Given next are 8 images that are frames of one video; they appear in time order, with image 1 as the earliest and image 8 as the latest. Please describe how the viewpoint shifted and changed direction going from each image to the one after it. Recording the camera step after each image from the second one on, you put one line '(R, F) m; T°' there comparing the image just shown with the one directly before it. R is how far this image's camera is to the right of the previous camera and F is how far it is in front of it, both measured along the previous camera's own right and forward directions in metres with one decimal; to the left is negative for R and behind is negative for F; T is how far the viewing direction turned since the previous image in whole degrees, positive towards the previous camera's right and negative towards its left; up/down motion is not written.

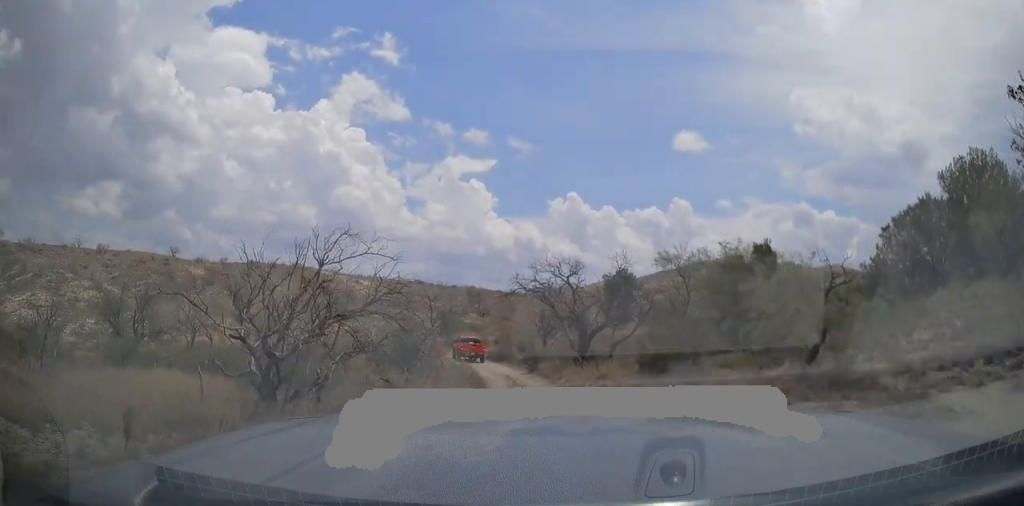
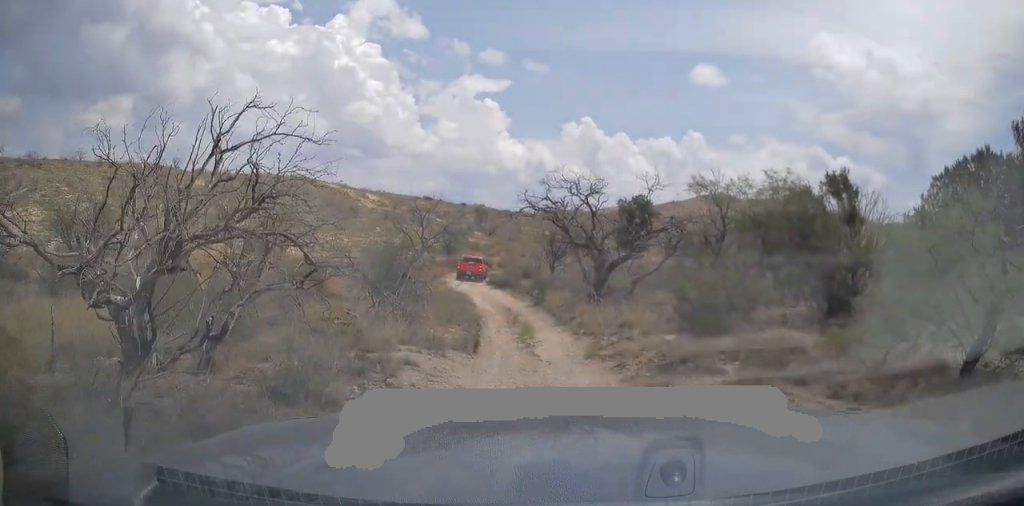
(-0.1, +4.7) m; -1°
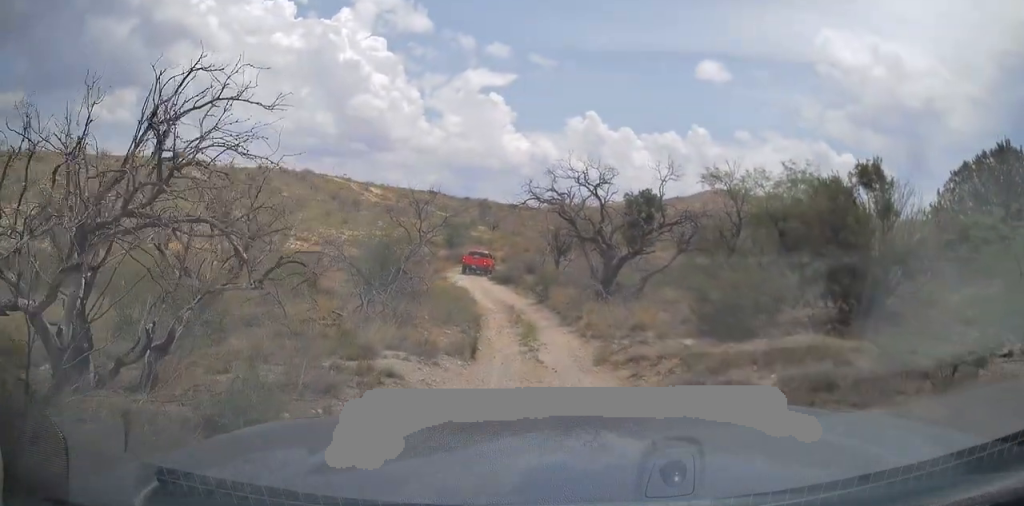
(0.0, +1.6) m; 0°
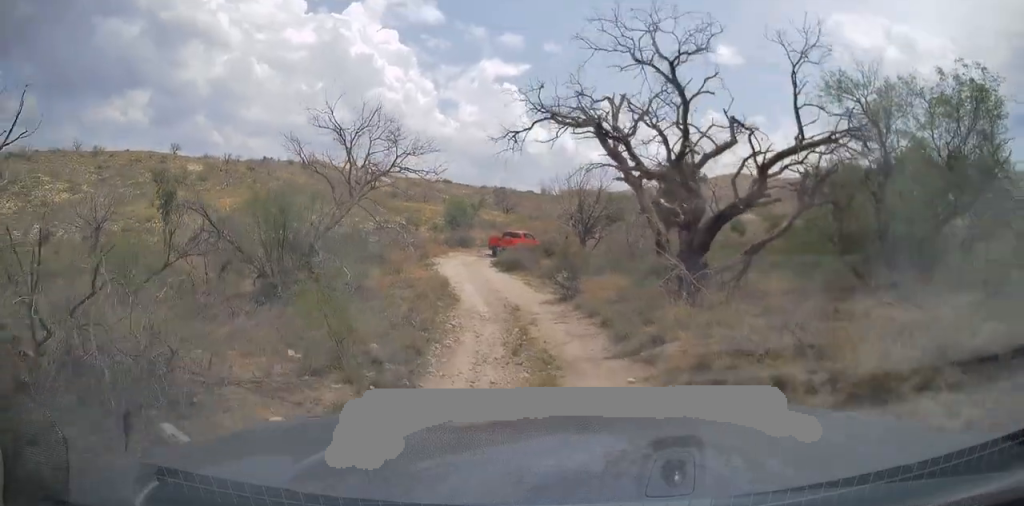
(-0.5, +10.6) m; -7°
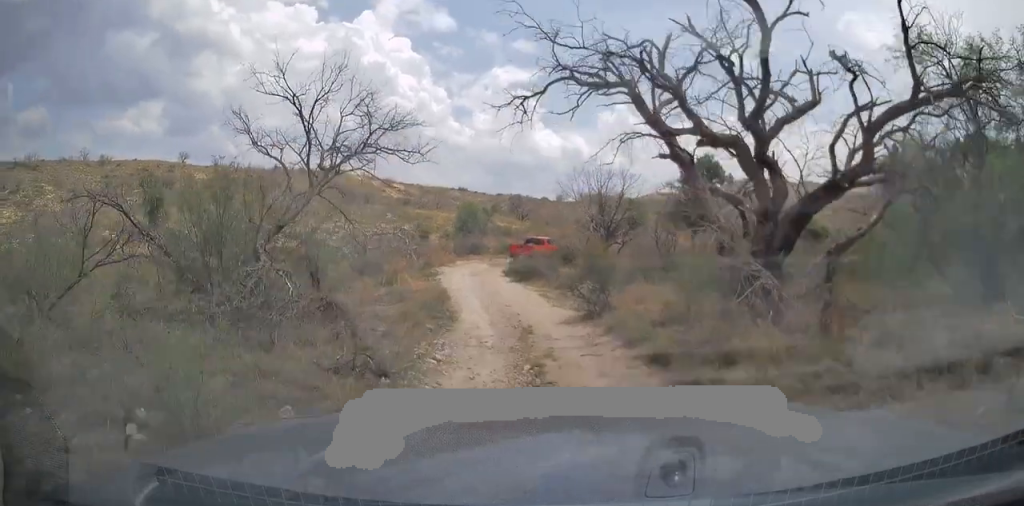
(-0.1, +3.0) m; -2°
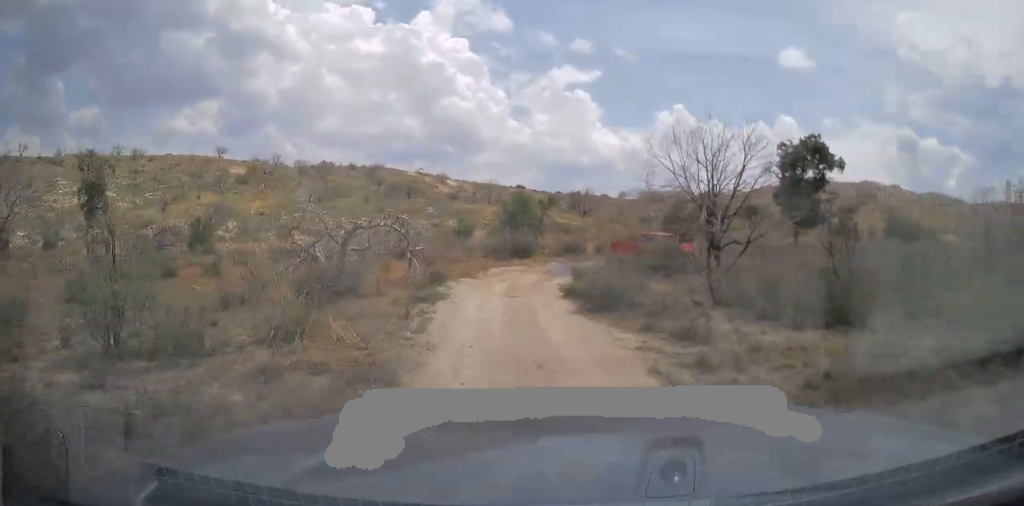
(-0.2, +10.3) m; -2°
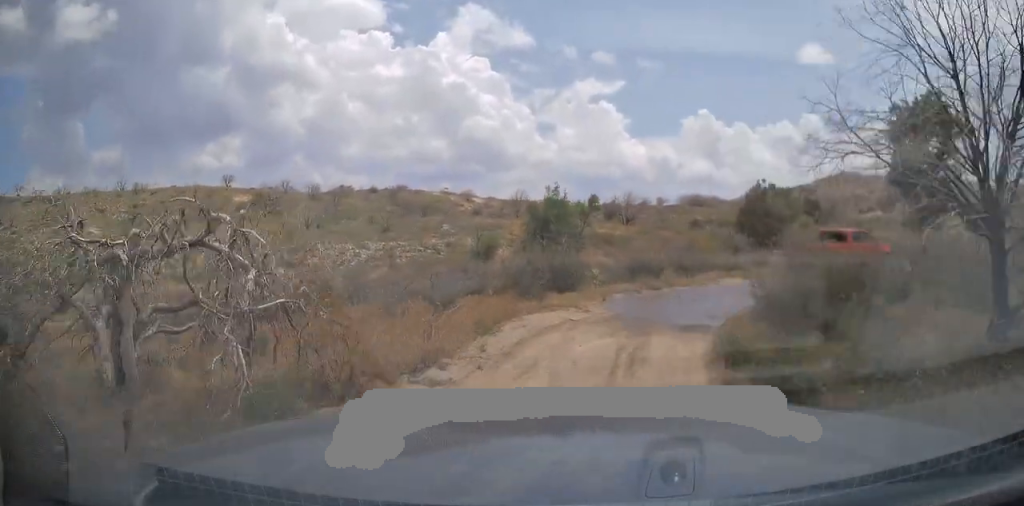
(-0.2, +13.1) m; +2°
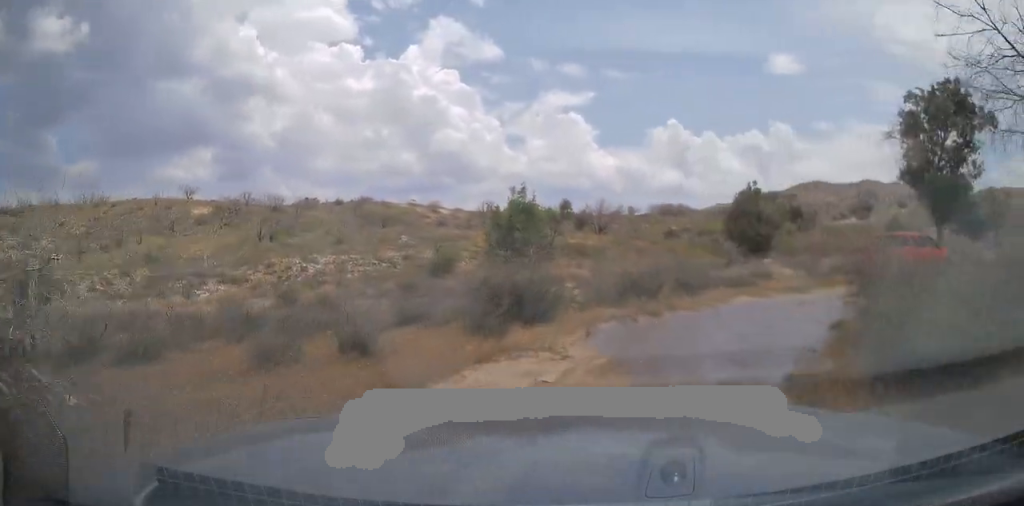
(+0.3, +5.0) m; +6°
